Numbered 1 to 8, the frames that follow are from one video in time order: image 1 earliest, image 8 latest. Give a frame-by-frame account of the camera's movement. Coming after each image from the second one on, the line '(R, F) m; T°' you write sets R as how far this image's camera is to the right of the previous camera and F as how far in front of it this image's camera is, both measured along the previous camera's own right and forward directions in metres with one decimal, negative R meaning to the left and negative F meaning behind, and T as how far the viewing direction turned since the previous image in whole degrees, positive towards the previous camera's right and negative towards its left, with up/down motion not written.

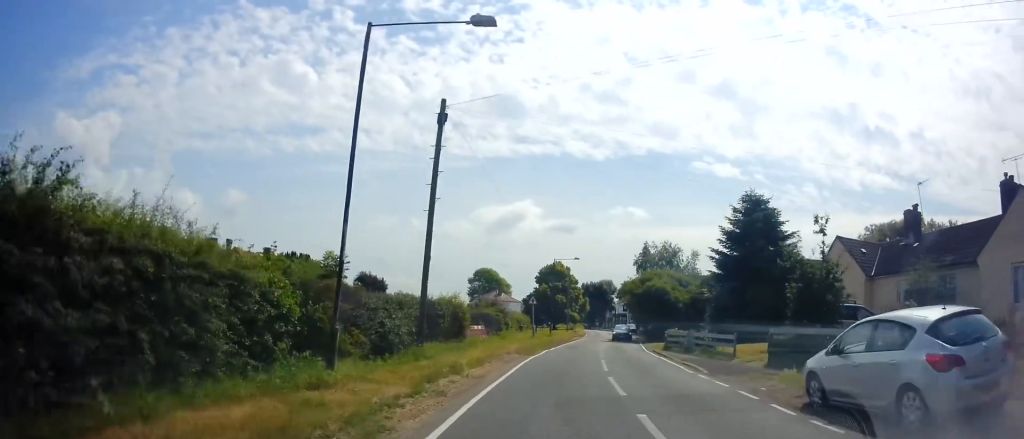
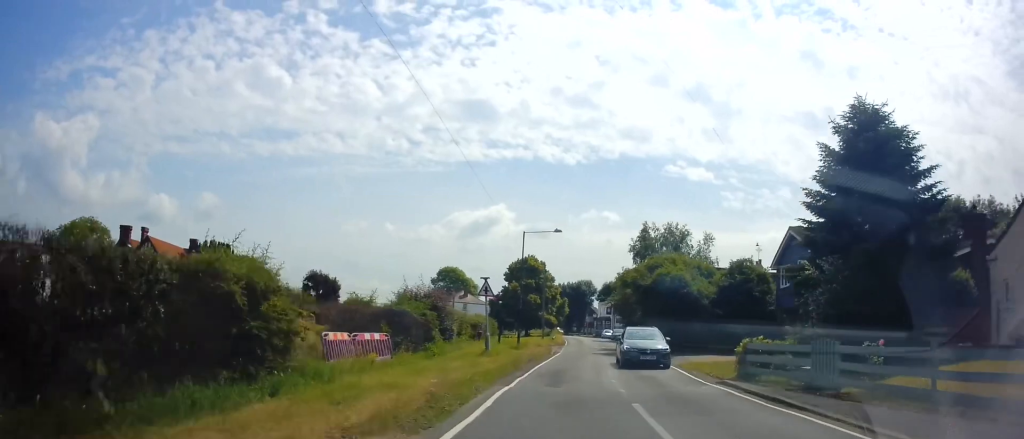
(0.0, +14.7) m; 0°
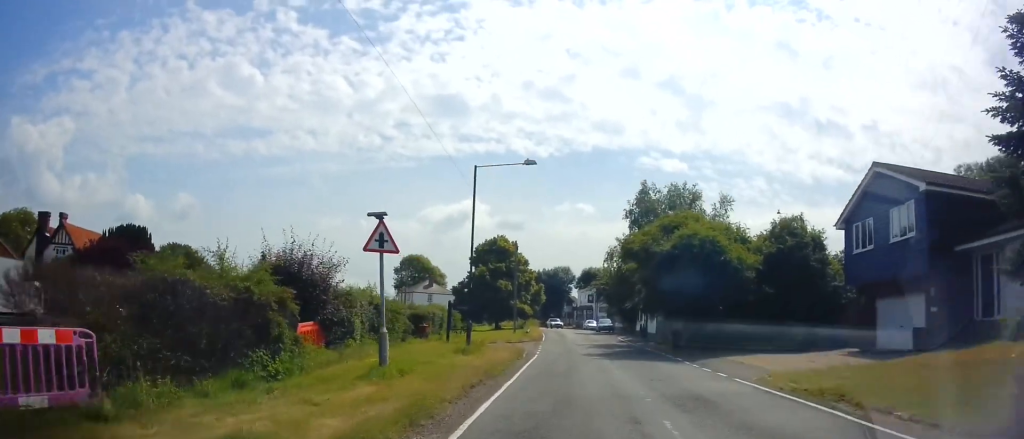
(0.0, +11.8) m; +3°
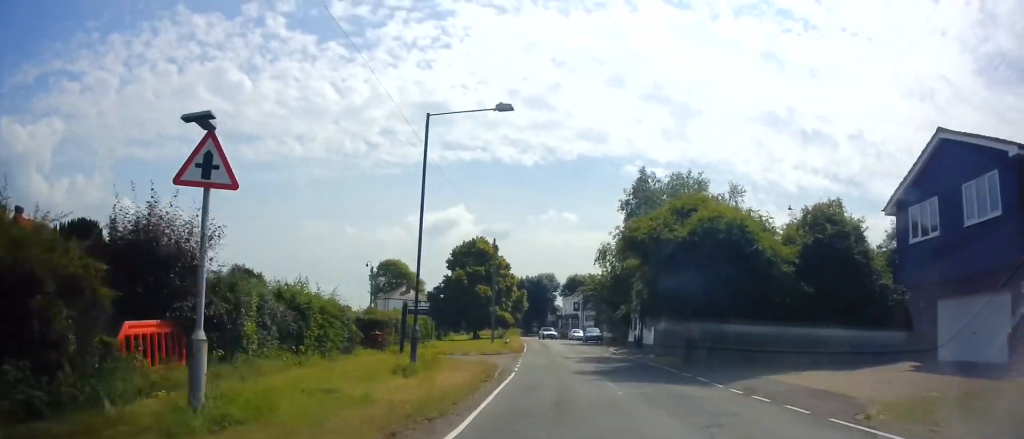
(+0.3, +5.1) m; +4°
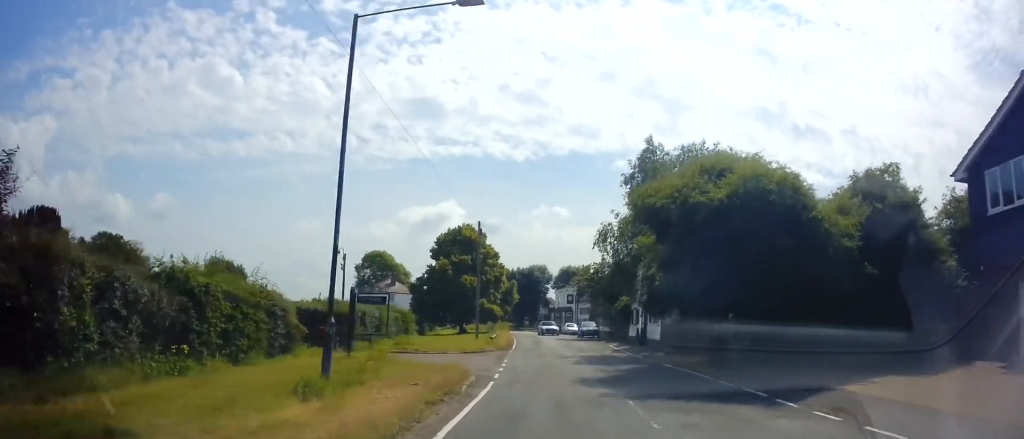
(0.0, +4.8) m; +3°
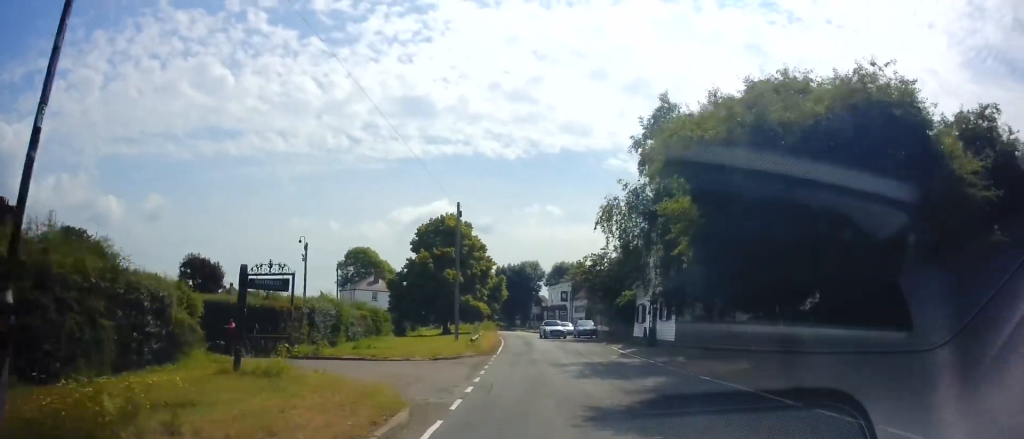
(+0.3, +5.6) m; -1°
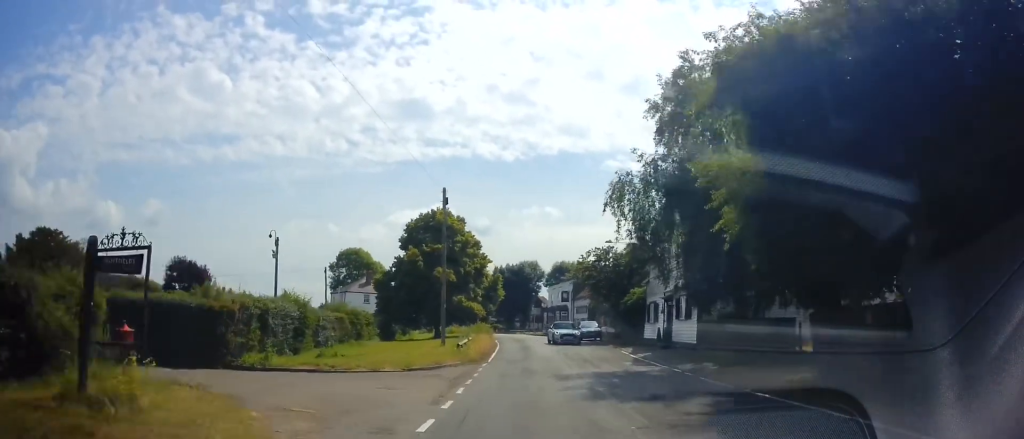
(+0.3, +4.0) m; -1°
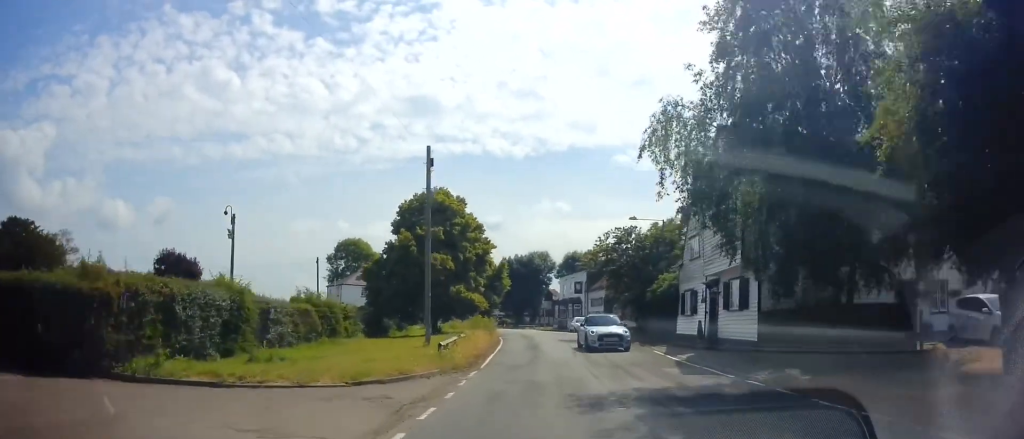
(-0.5, +5.7) m; -3°
